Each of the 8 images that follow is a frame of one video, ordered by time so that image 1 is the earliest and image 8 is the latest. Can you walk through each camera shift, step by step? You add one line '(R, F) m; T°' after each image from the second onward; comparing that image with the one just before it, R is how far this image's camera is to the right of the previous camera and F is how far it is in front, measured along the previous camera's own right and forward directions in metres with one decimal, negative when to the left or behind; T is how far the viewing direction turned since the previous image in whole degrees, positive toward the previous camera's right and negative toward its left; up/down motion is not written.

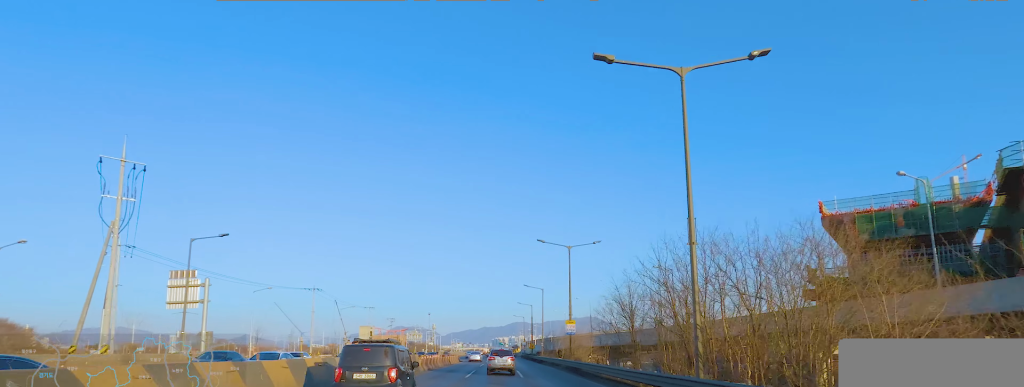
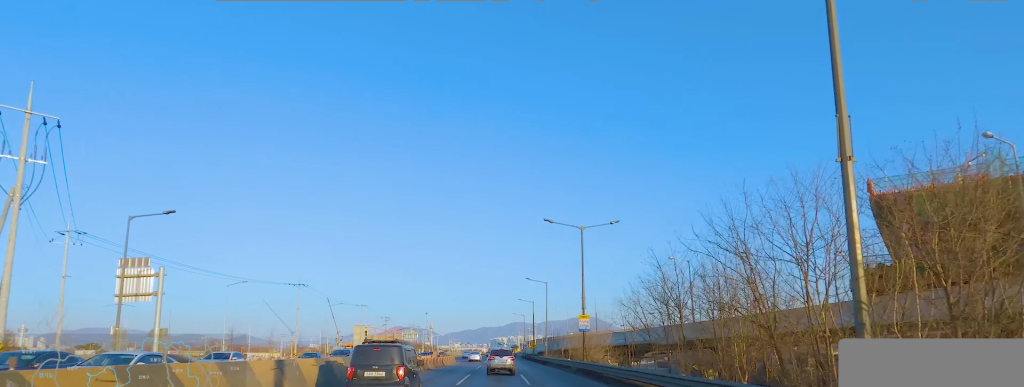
(0.0, +6.8) m; 0°
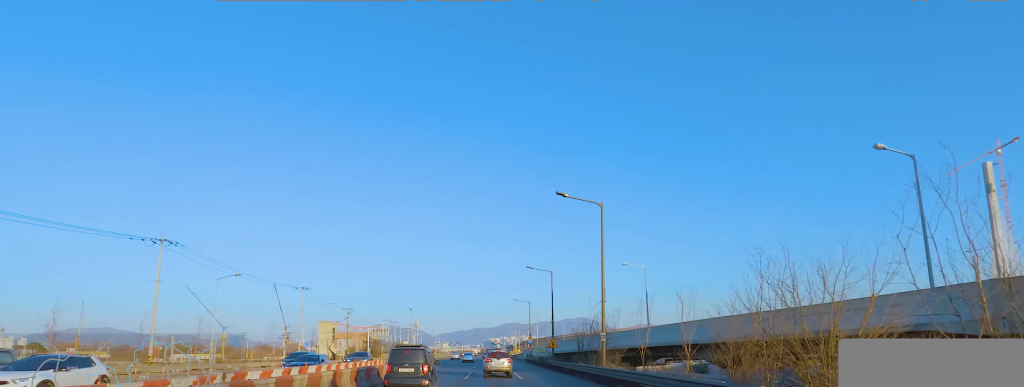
(0.0, +36.1) m; 0°
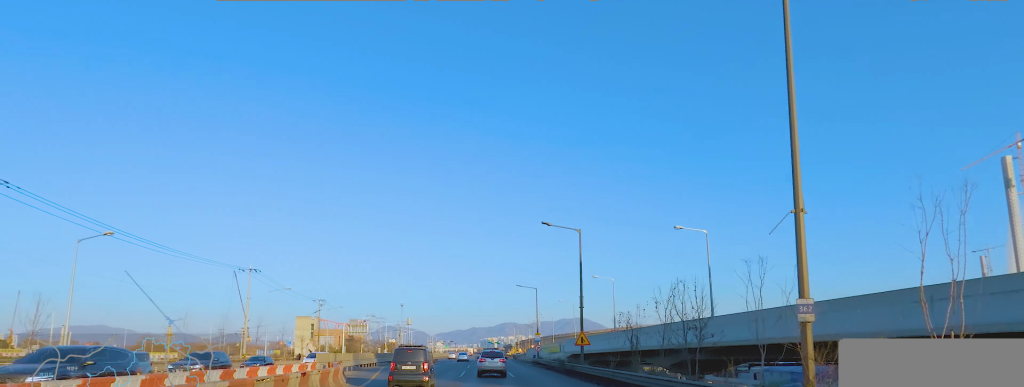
(0.0, +19.2) m; 0°
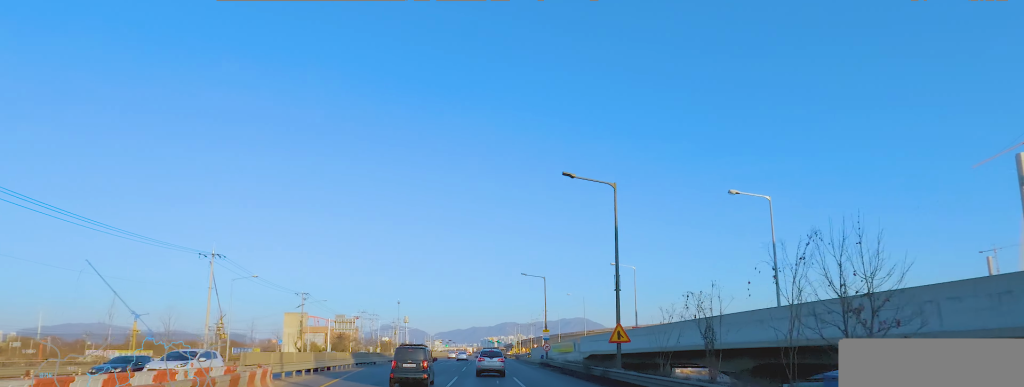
(0.0, +10.2) m; 0°
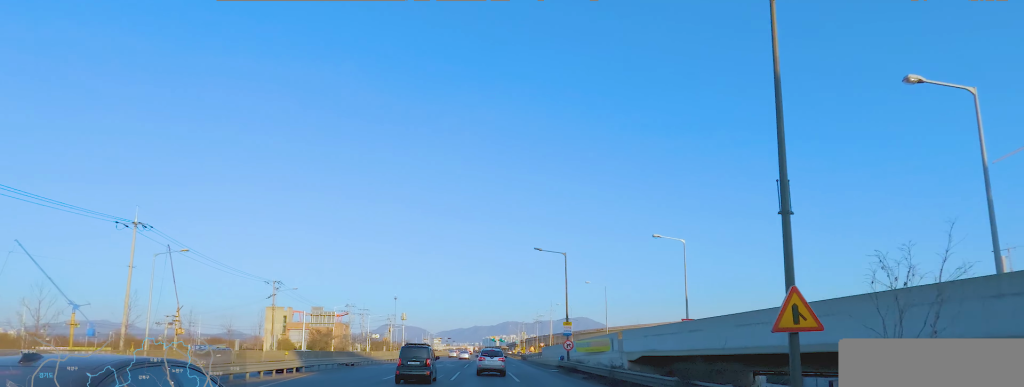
(0.0, +14.6) m; 0°
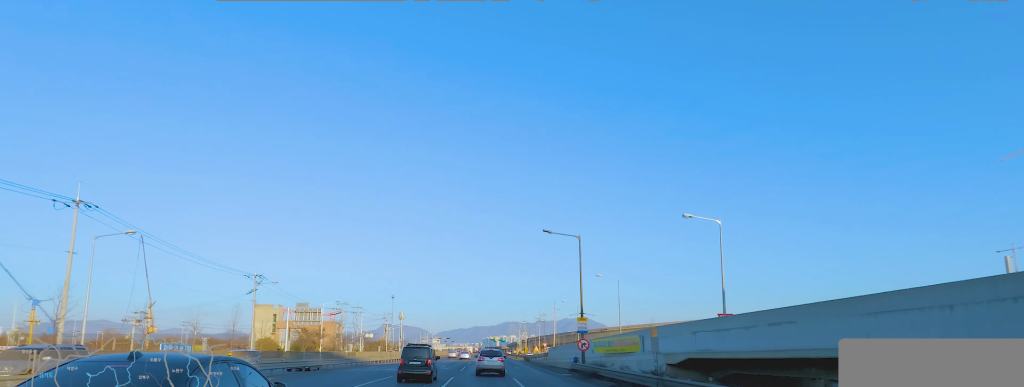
(0.0, +7.1) m; 0°
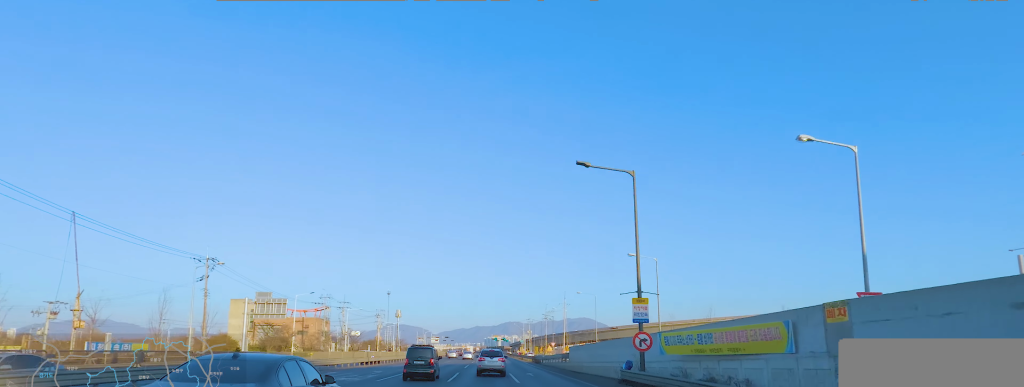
(0.0, +14.1) m; 0°
